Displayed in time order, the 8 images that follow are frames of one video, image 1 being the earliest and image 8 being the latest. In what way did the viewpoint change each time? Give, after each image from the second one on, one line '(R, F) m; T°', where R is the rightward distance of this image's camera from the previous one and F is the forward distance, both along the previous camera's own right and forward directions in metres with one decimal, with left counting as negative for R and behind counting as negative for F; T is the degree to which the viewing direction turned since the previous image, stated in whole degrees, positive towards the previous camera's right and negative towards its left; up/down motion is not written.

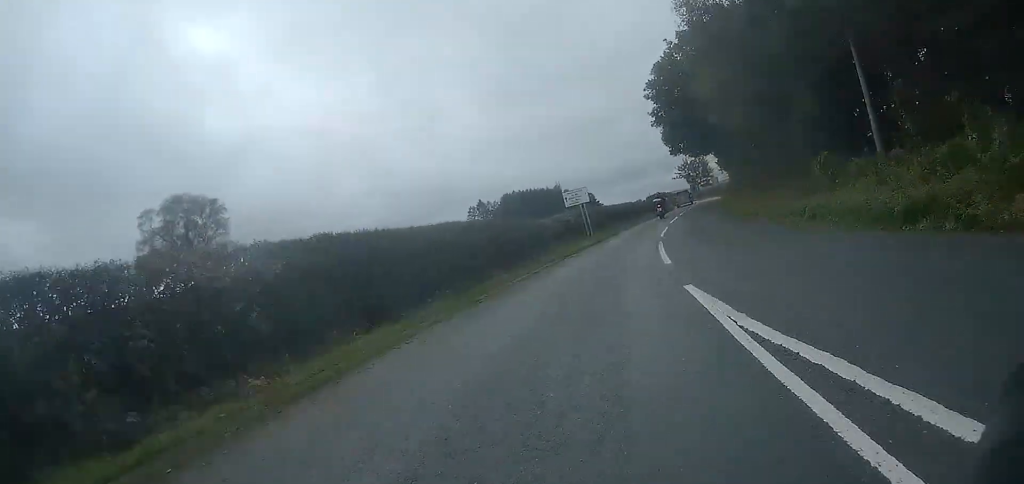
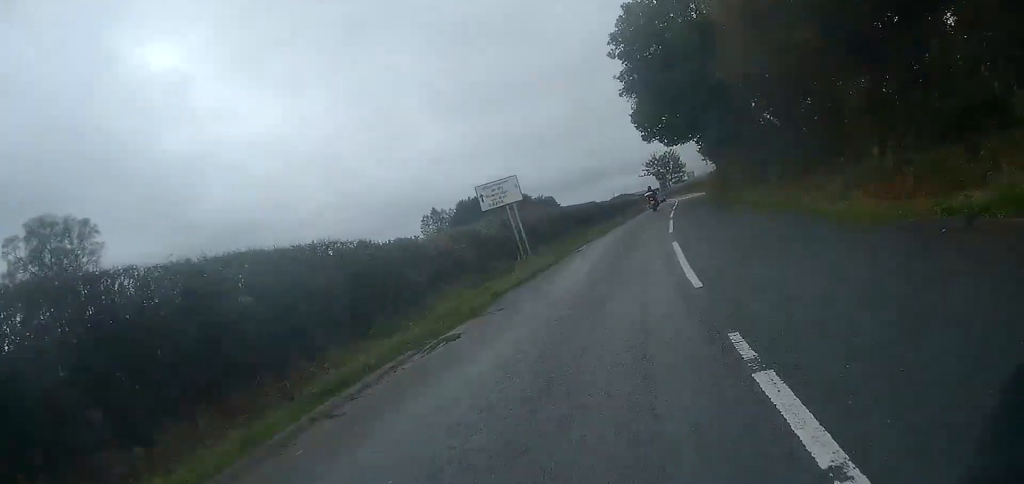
(0.0, +12.7) m; +2°
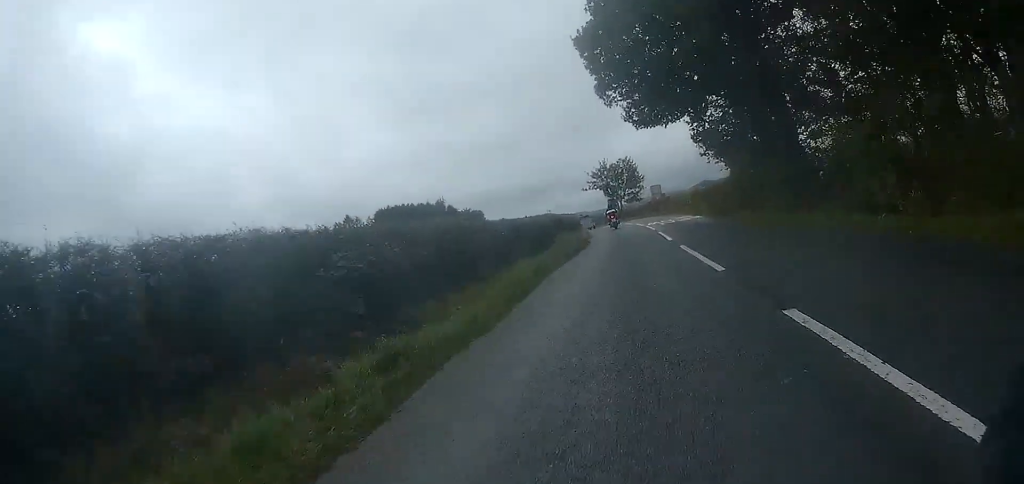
(+1.2, +24.3) m; +5°
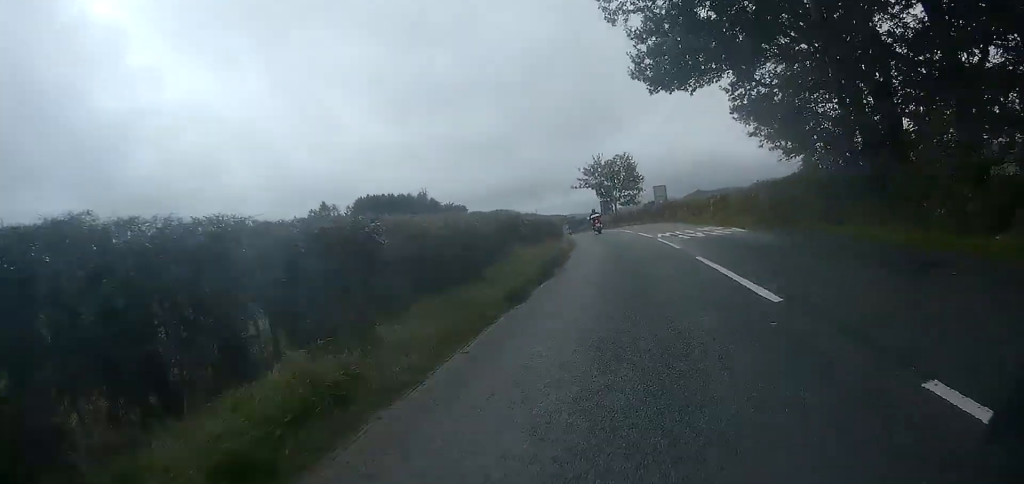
(+0.1, +10.7) m; +1°
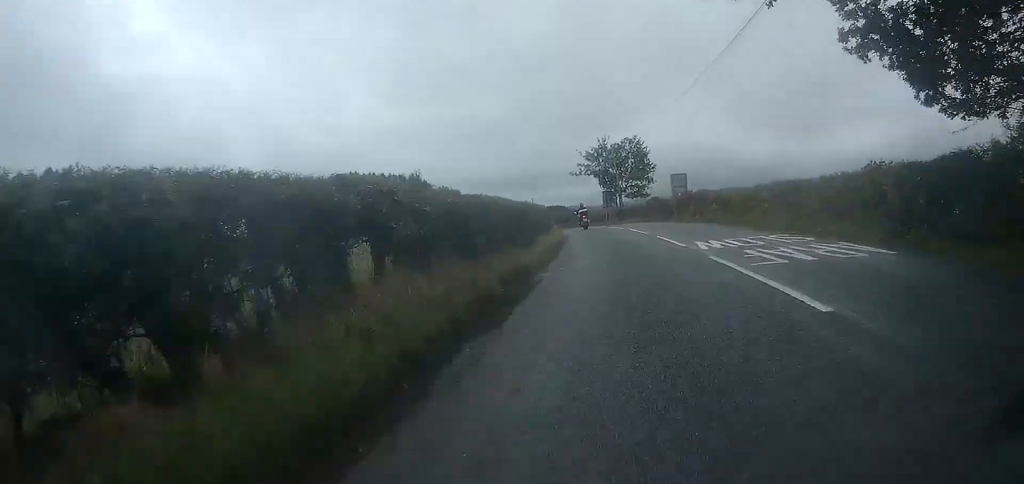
(0.0, +9.7) m; 0°
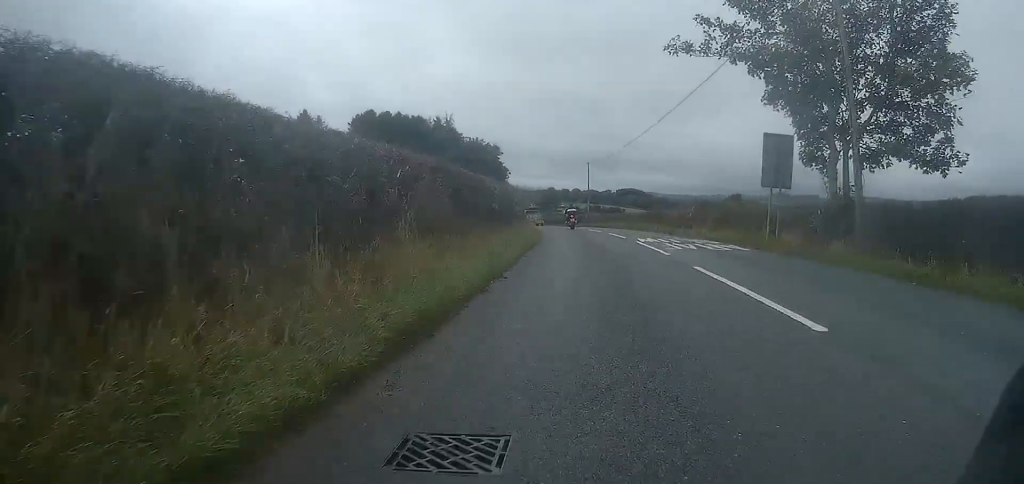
(-0.9, +43.4) m; -5°
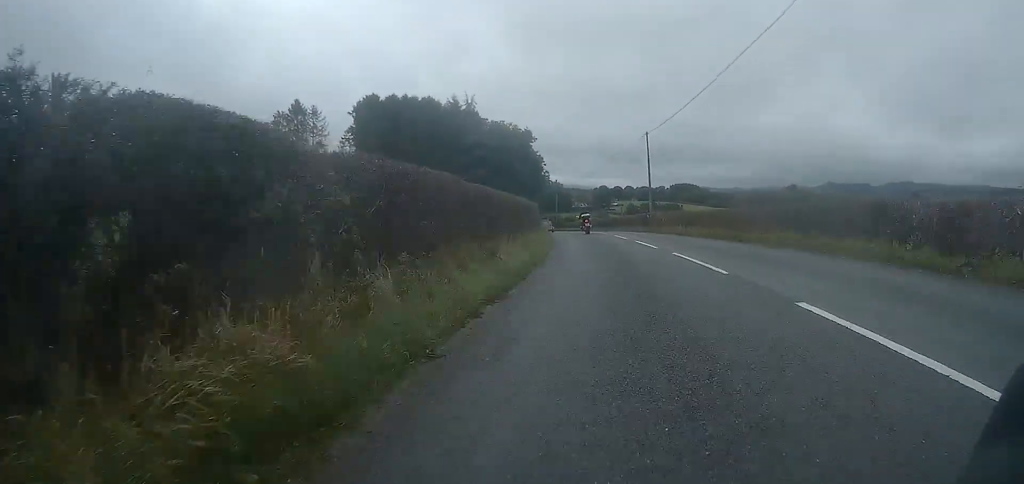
(-1.2, +21.7) m; -5°
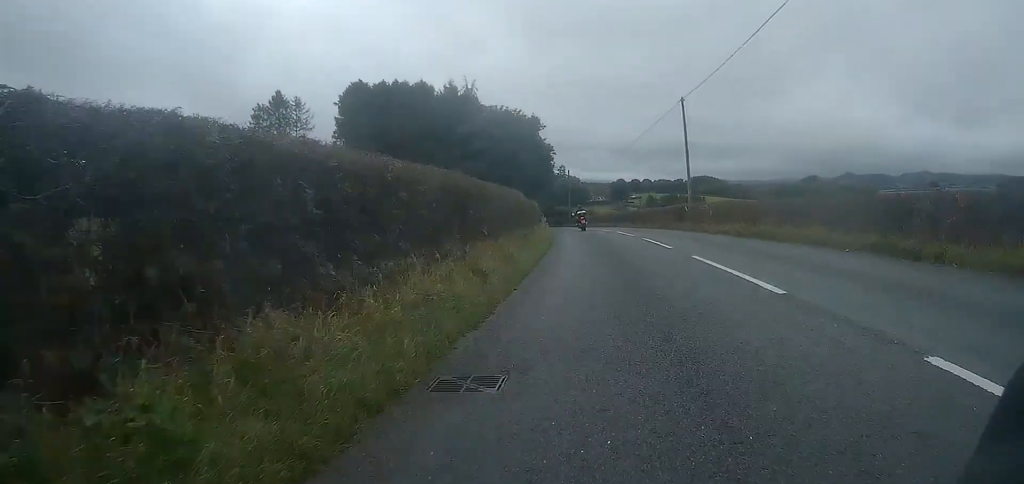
(-0.1, +11.3) m; -2°
